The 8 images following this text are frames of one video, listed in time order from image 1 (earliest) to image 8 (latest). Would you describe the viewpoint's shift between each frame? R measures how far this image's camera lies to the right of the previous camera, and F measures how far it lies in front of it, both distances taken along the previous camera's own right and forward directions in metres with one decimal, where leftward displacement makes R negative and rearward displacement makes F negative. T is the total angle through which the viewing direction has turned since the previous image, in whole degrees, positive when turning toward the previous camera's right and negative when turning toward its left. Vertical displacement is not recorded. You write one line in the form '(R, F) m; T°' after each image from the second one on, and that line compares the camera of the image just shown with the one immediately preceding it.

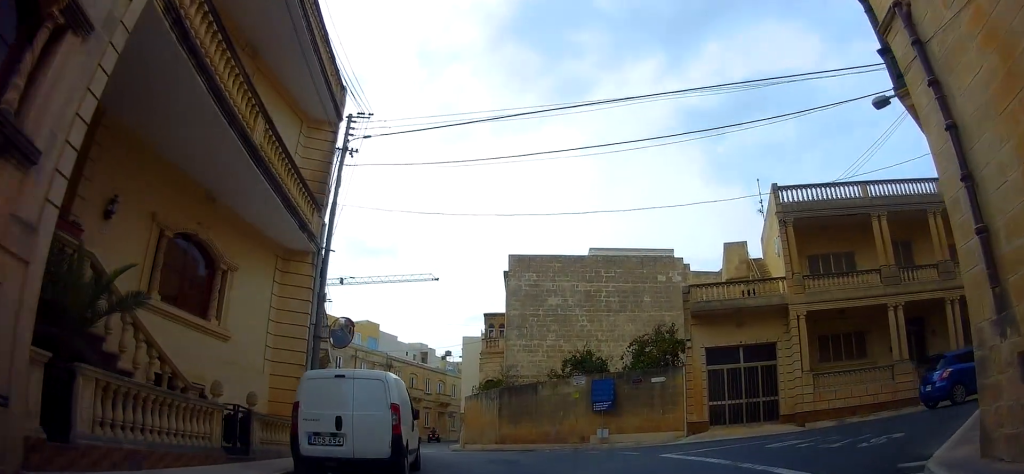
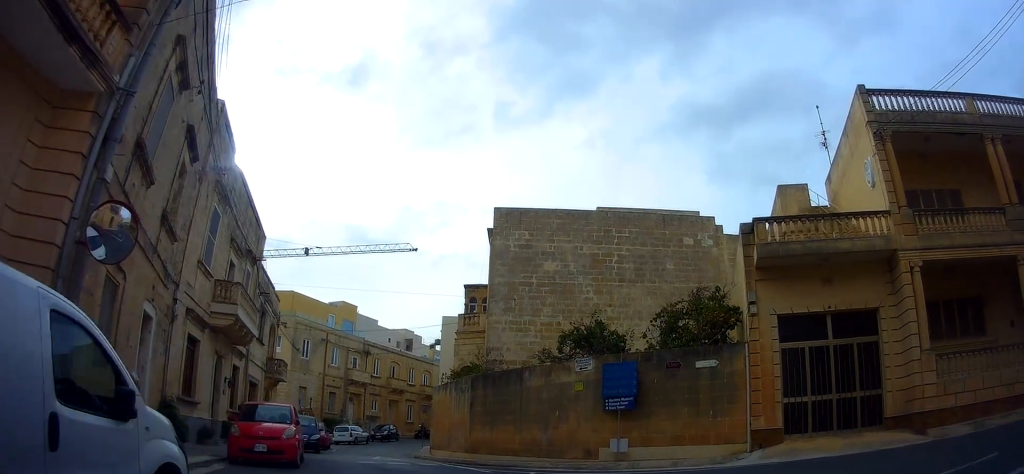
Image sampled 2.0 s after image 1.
(+0.3, +9.4) m; +5°
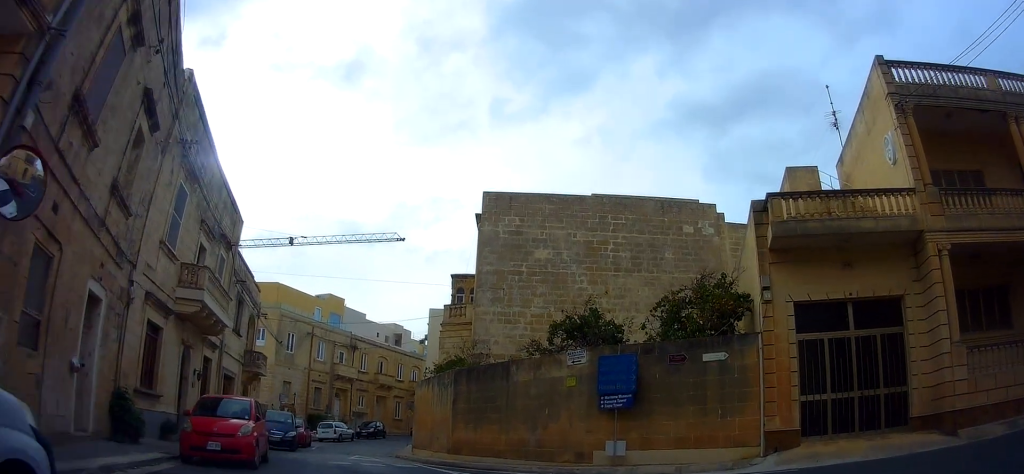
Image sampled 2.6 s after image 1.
(-0.1, +2.2) m; +3°
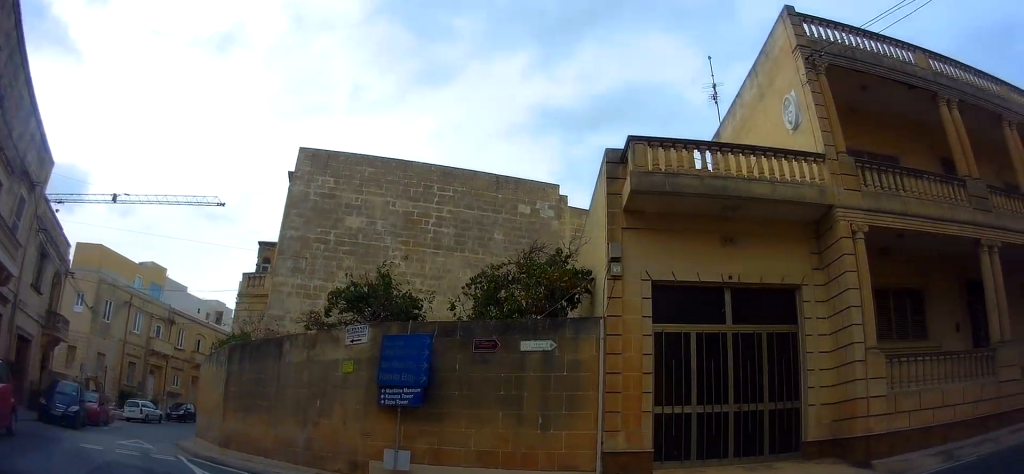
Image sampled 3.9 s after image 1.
(+0.5, +3.8) m; +17°
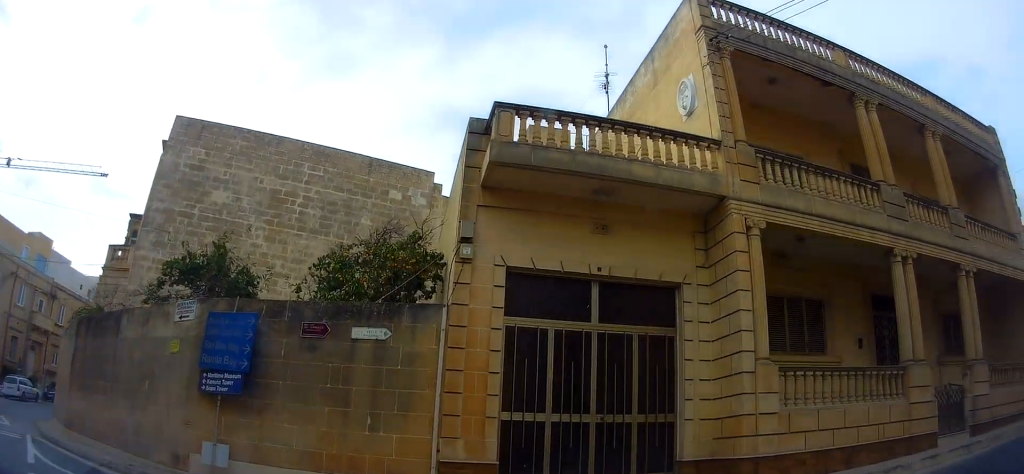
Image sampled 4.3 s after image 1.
(+0.1, +1.2) m; +9°
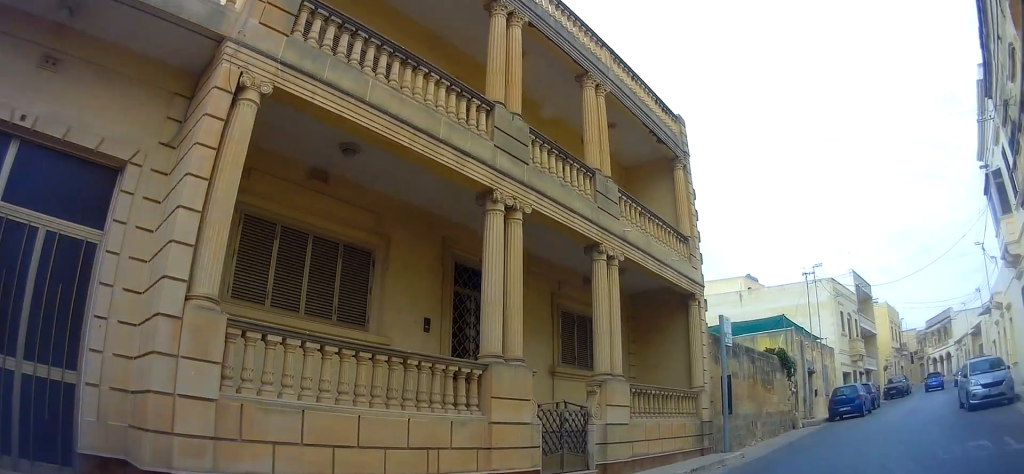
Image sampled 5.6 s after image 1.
(+0.7, +3.1) m; +30°
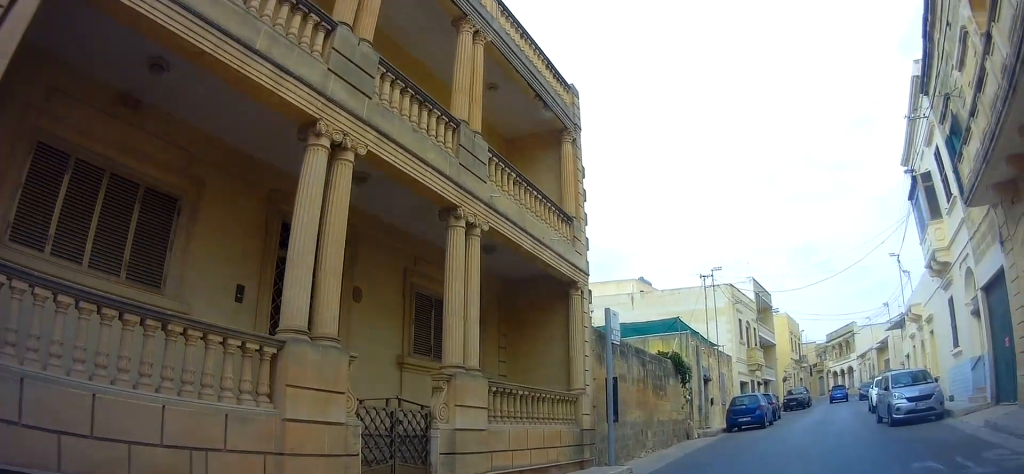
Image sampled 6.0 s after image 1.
(+0.2, +1.4) m; +10°
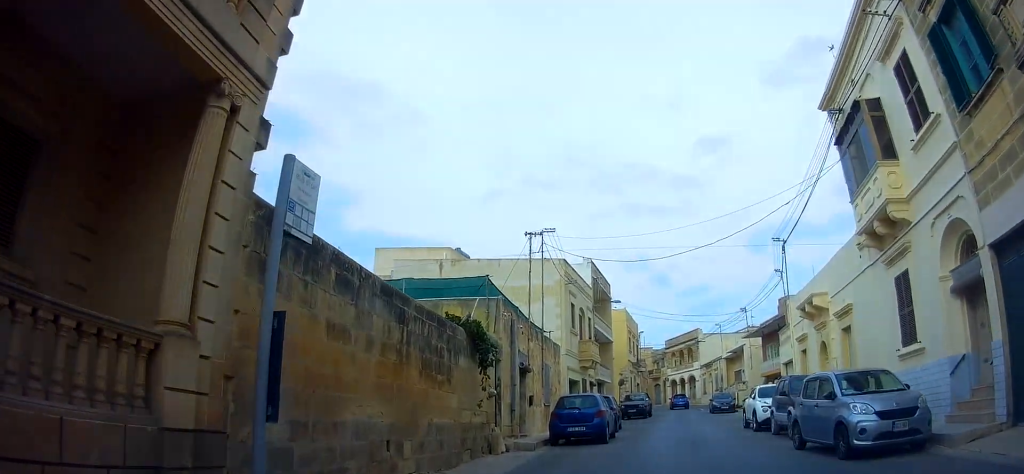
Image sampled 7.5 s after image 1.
(+1.2, +5.1) m; +21°
